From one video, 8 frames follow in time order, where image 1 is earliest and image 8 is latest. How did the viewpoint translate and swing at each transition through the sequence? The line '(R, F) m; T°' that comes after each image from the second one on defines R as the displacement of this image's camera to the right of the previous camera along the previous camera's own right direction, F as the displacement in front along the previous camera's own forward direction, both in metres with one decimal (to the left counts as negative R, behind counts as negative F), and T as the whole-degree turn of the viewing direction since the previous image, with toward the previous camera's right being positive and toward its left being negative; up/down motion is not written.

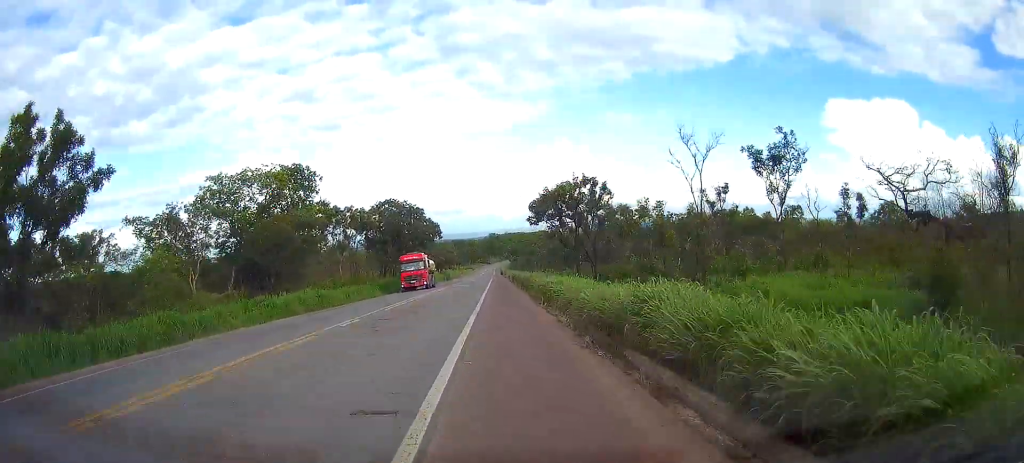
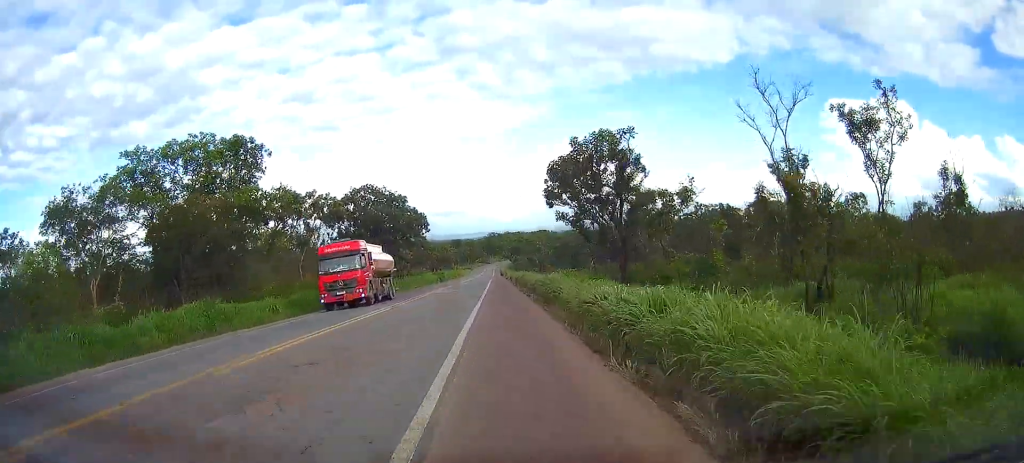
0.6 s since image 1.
(0.0, +14.2) m; -1°
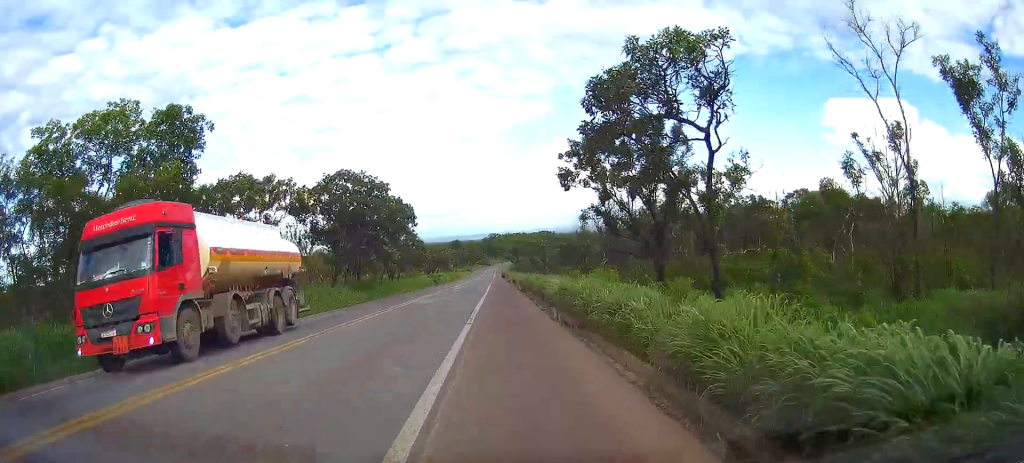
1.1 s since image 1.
(+0.1, +10.5) m; -1°
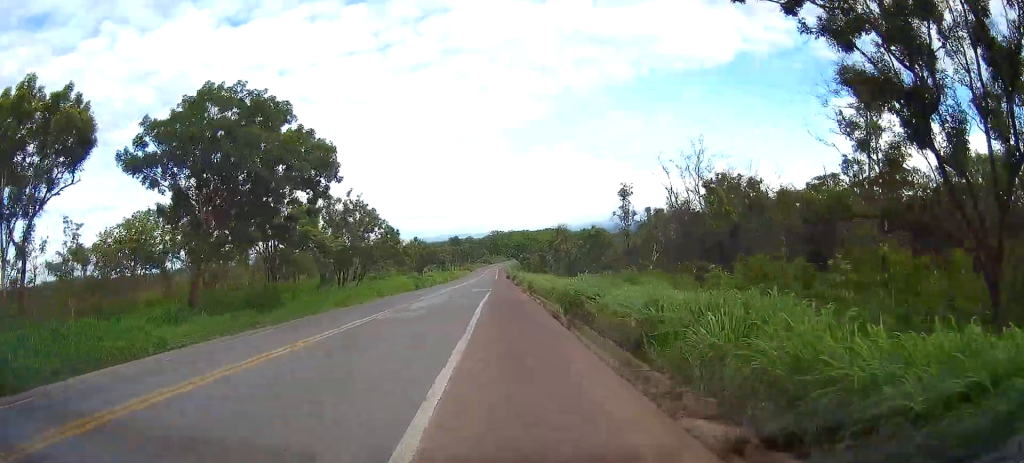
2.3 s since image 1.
(-0.4, +27.3) m; 0°
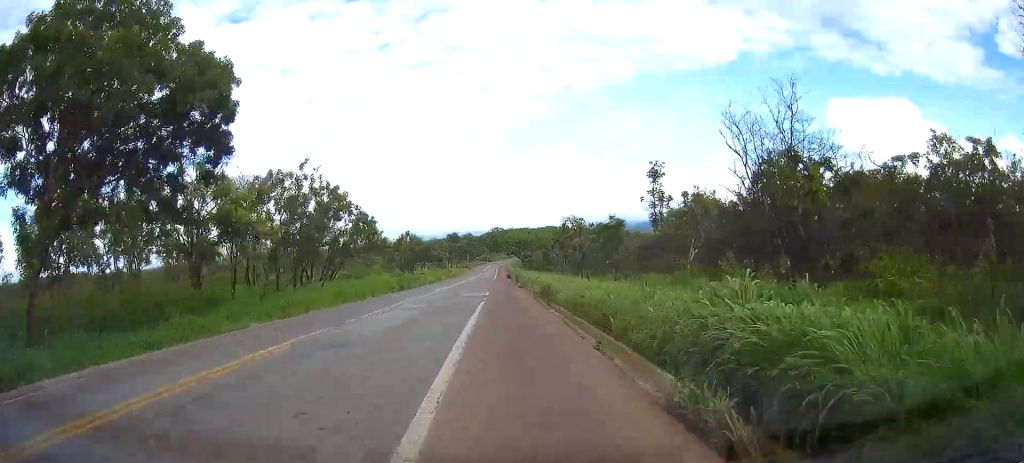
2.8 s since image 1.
(+0.2, +12.2) m; +1°
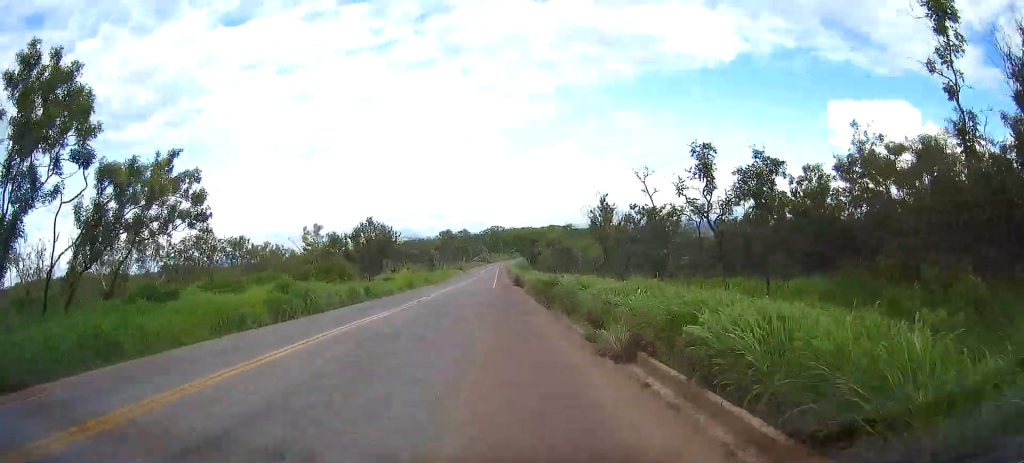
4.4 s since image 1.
(+0.4, +36.3) m; 0°
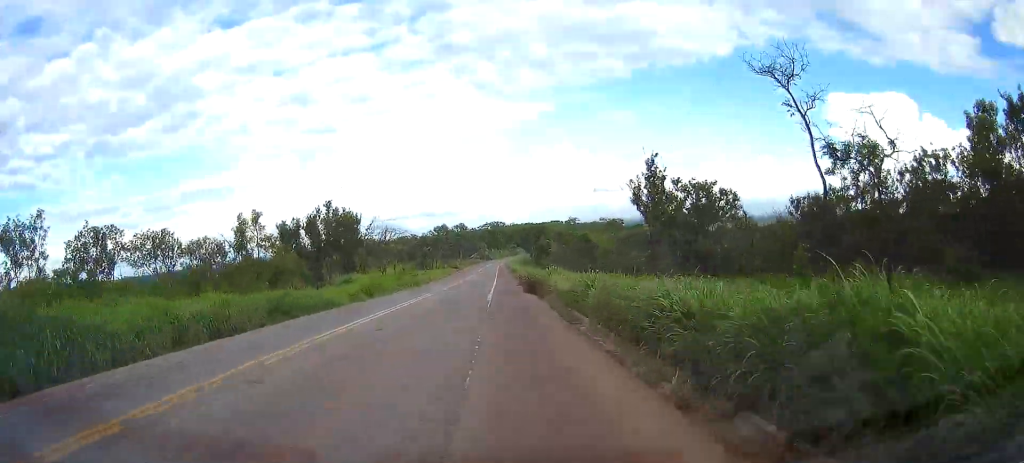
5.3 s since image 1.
(-0.1, +20.5) m; -1°
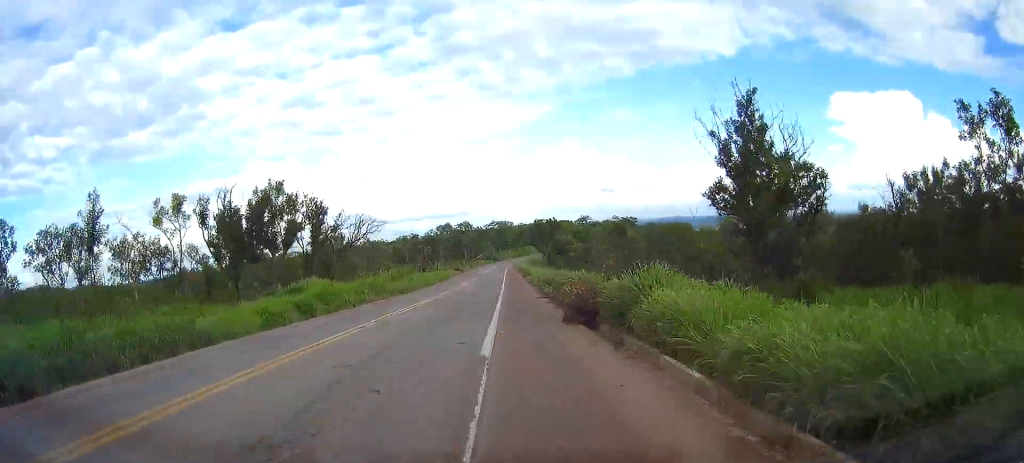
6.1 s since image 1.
(0.0, +16.9) m; -1°
